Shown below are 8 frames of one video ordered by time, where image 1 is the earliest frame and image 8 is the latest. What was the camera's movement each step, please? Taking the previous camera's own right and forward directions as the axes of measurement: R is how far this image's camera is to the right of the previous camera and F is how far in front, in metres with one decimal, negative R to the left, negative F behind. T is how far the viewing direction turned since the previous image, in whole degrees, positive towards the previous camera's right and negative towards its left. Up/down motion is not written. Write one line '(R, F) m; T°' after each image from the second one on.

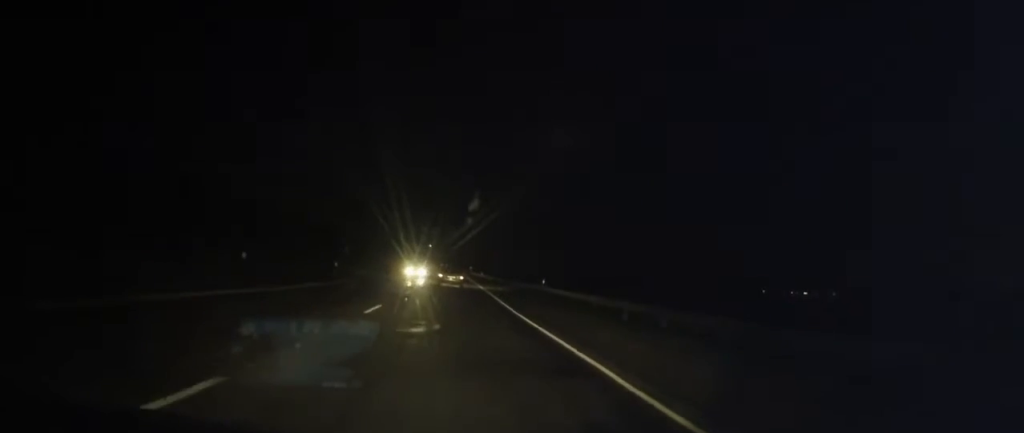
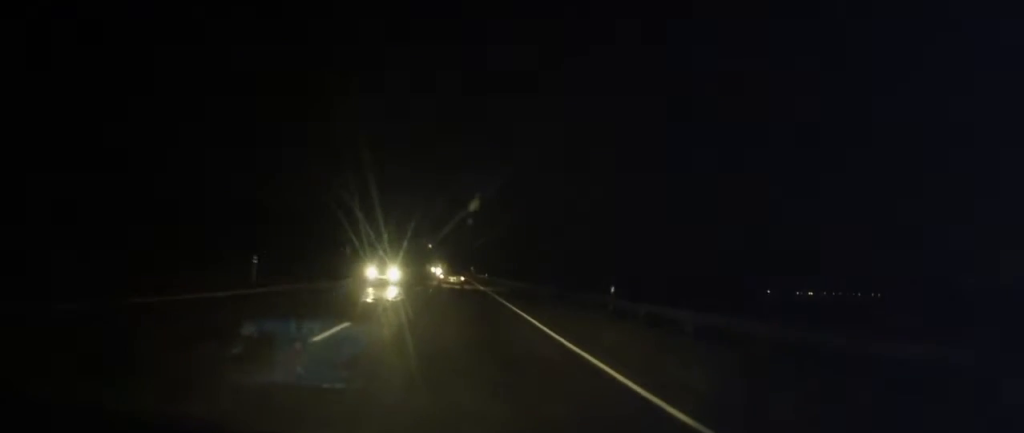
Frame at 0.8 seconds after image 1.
(0.0, +17.6) m; 0°
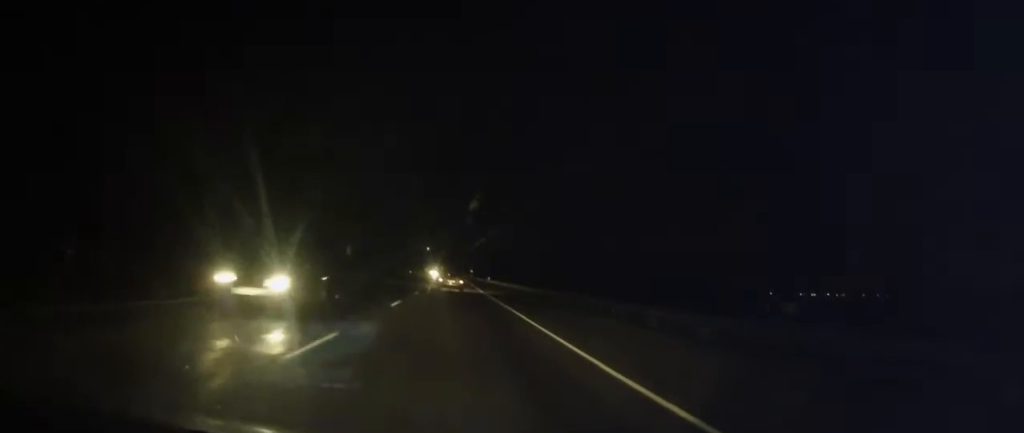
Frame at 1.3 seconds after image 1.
(0.0, +13.0) m; 0°
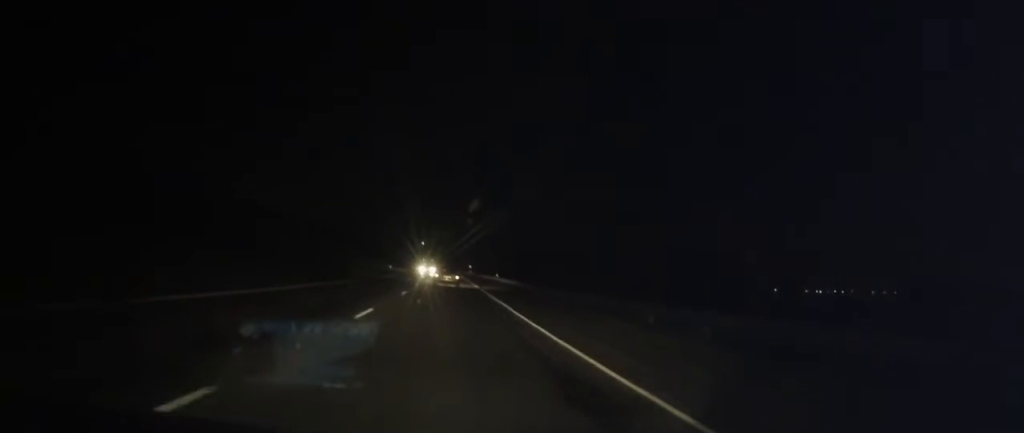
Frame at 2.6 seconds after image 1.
(0.0, +28.3) m; 0°
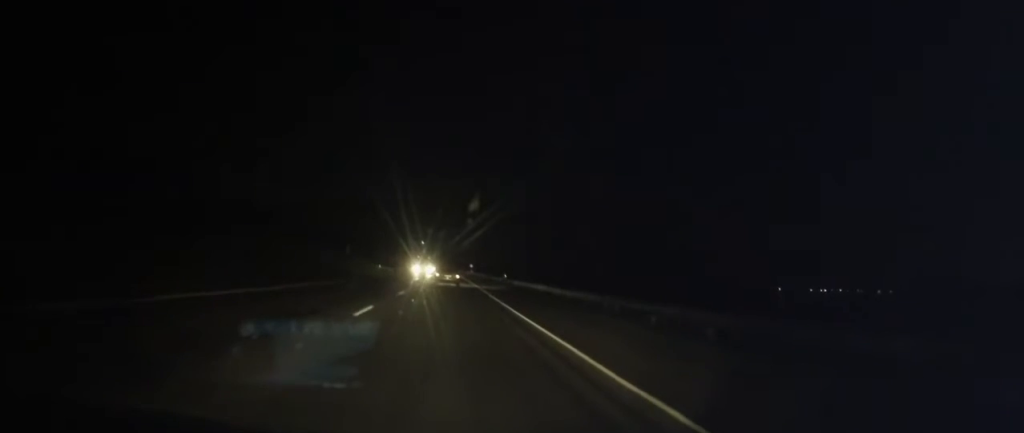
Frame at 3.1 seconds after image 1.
(0.0, +12.2) m; 0°
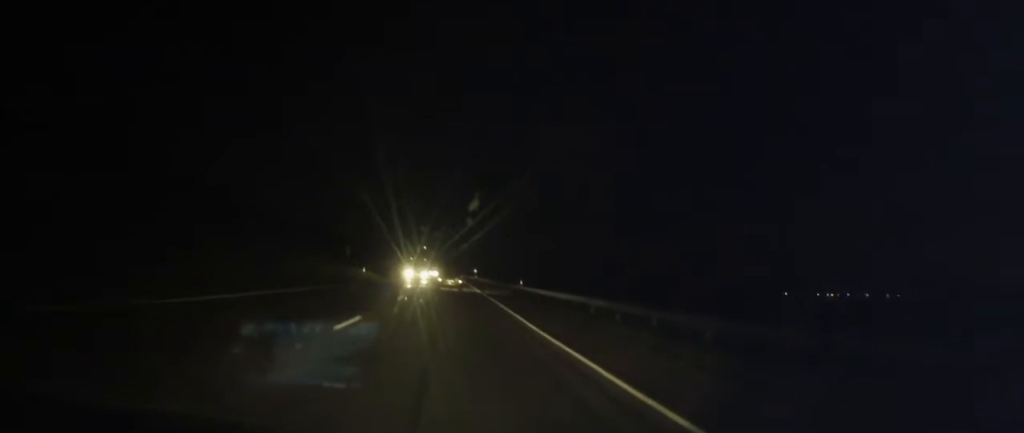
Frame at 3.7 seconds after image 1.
(-0.1, +13.7) m; +1°
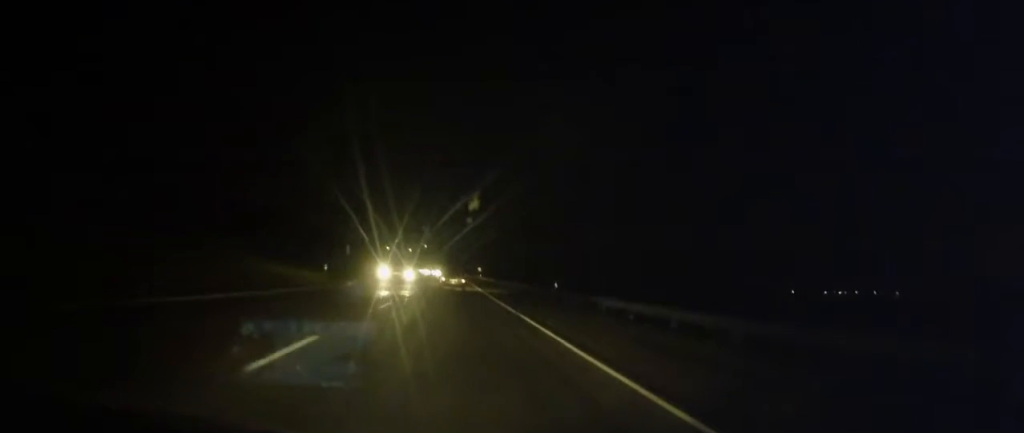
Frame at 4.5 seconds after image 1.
(+0.3, +17.6) m; 0°
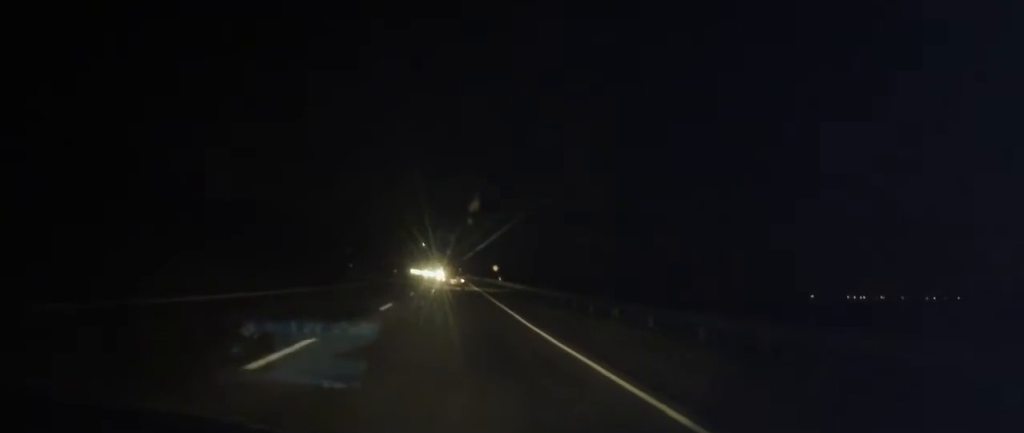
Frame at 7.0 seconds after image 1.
(-0.9, +57.6) m; -1°
